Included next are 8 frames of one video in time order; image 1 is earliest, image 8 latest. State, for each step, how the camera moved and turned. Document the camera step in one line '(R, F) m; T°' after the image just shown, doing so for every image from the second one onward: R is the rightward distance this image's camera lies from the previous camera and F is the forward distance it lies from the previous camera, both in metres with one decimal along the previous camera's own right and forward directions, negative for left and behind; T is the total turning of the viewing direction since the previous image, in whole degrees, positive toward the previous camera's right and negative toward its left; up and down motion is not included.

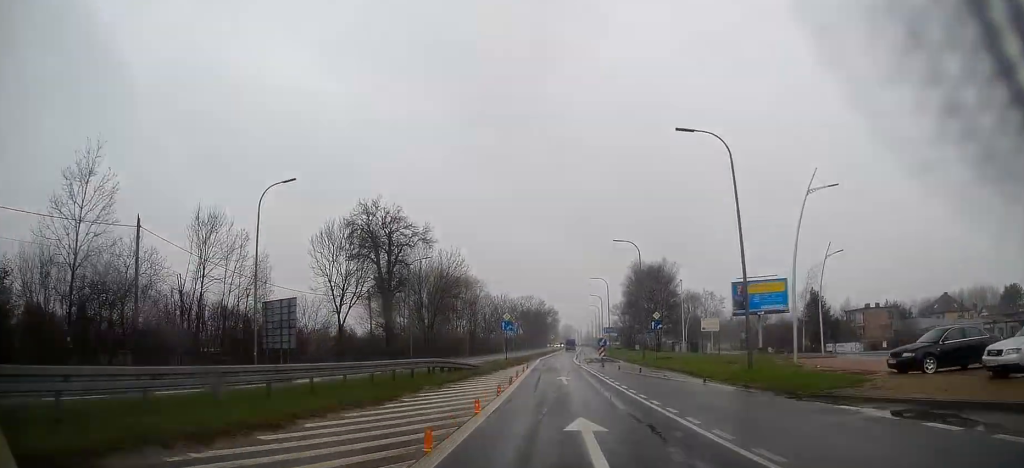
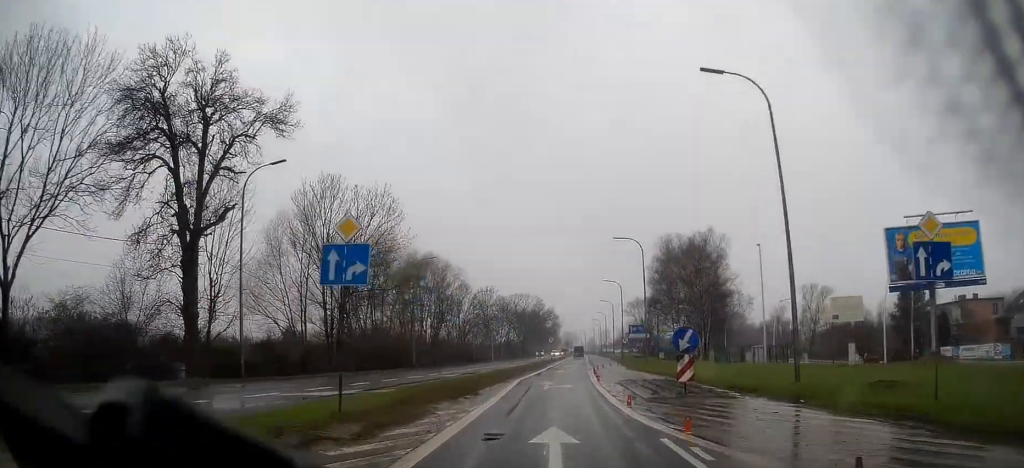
(0.0, +33.1) m; -1°
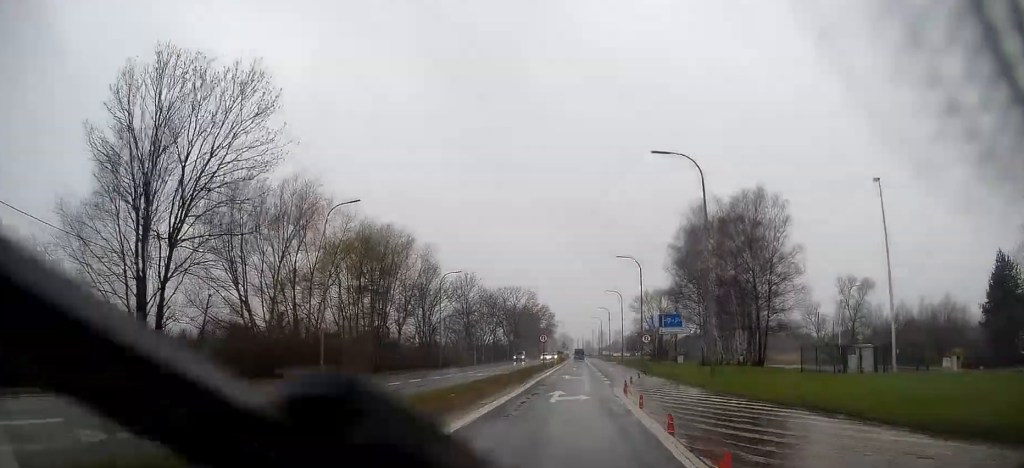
(-0.4, +21.7) m; 0°
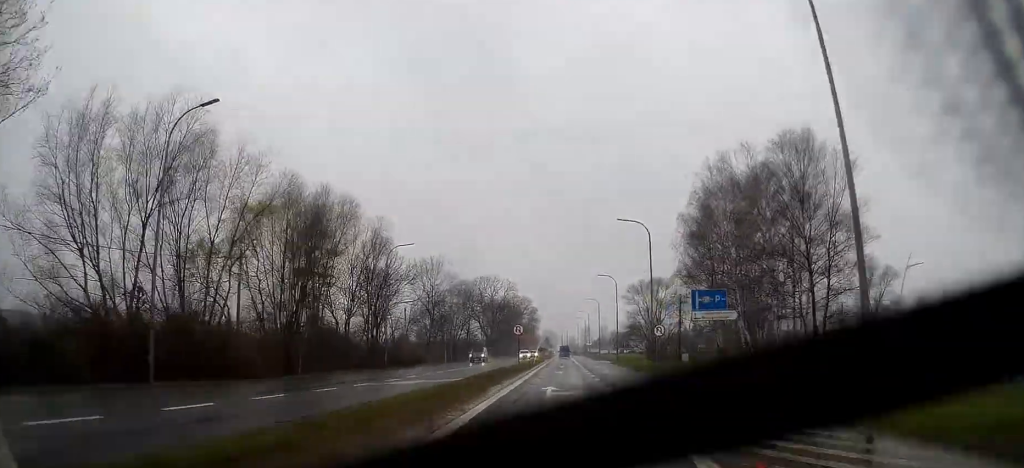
(+0.3, +14.9) m; +1°
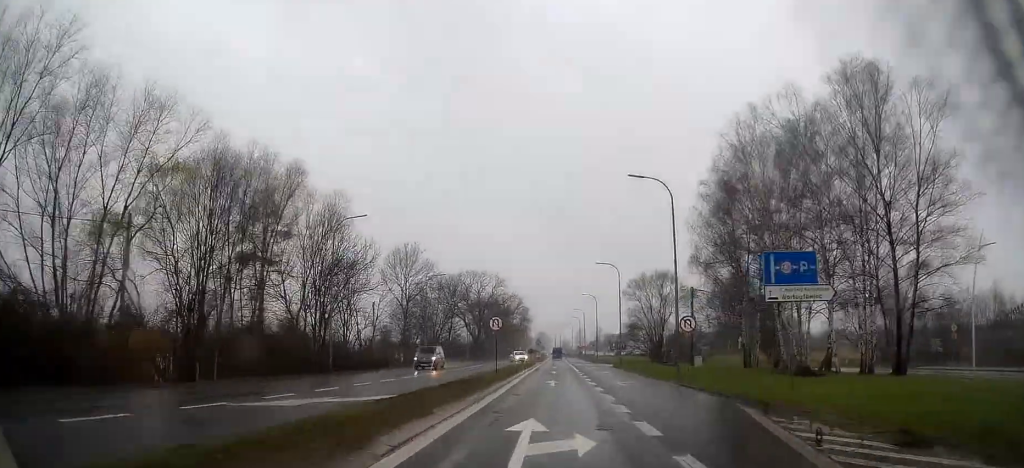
(+0.1, +10.9) m; +1°
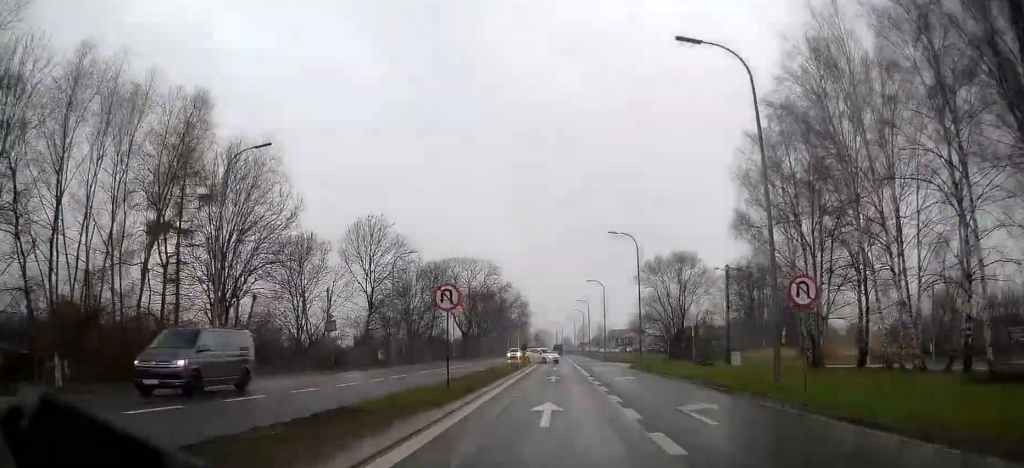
(+0.1, +14.2) m; +1°
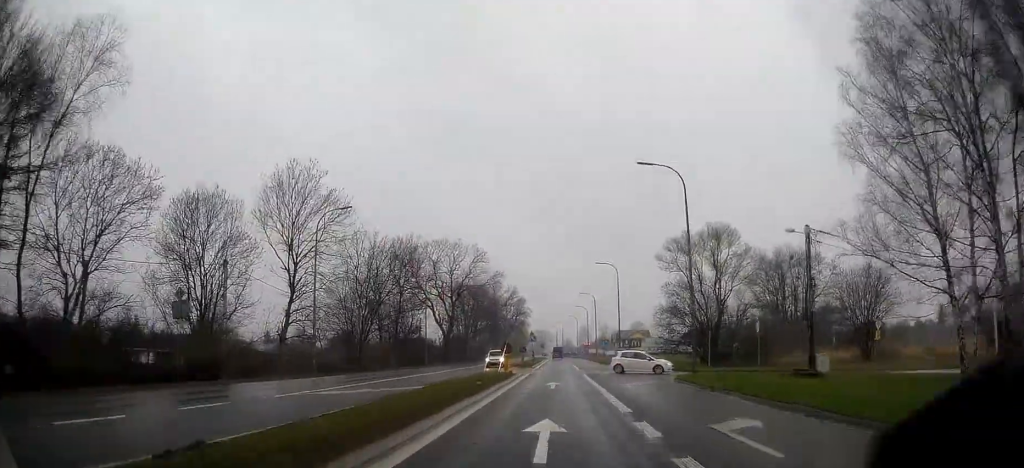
(+0.2, +18.4) m; 0°
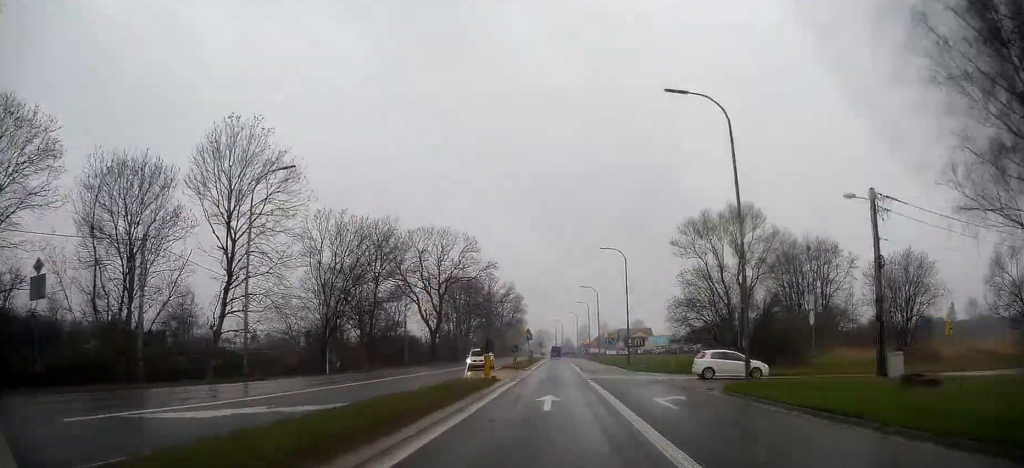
(-0.1, +8.6) m; -1°
